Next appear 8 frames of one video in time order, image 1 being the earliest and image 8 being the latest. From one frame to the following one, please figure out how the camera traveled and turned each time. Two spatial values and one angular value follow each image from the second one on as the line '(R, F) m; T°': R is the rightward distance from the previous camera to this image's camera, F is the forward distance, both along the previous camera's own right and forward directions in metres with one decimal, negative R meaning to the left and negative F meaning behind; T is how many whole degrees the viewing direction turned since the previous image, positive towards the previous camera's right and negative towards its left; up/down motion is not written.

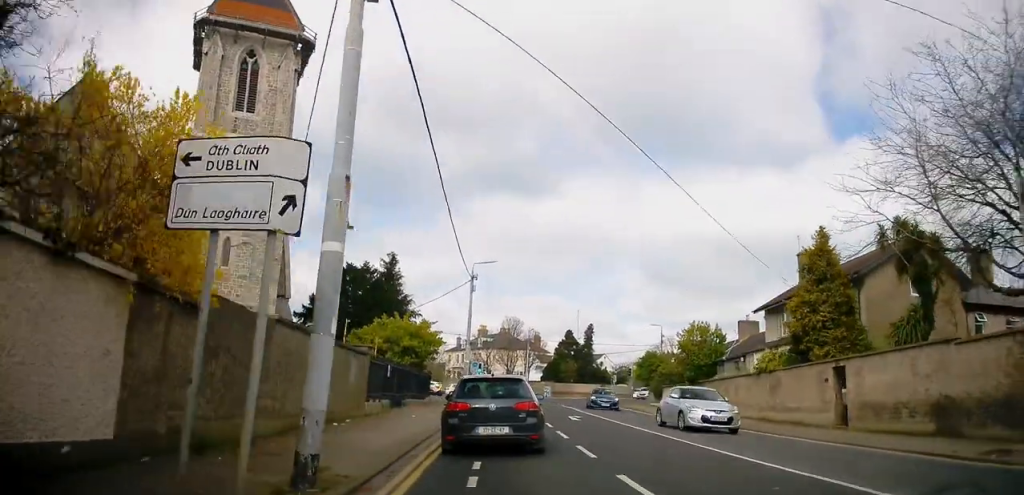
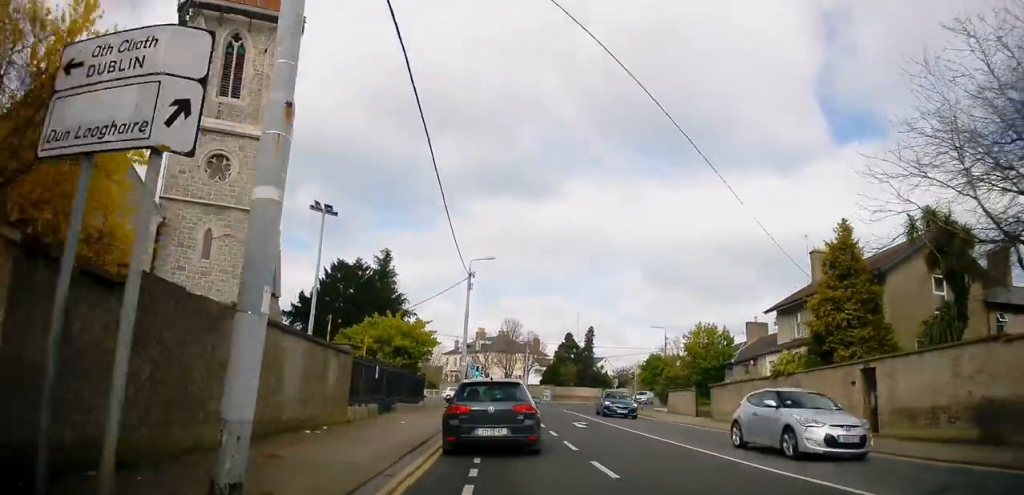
(0.0, +1.9) m; +1°
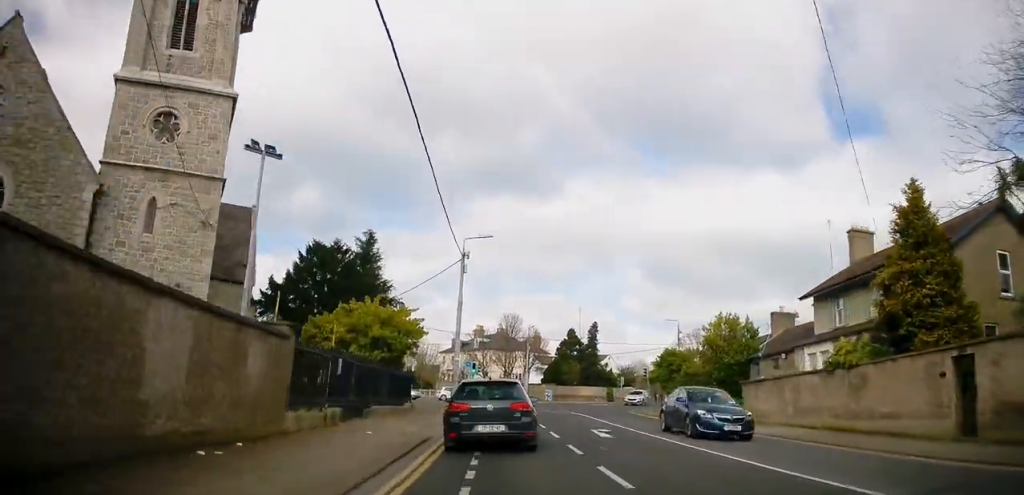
(+0.2, +4.6) m; 0°
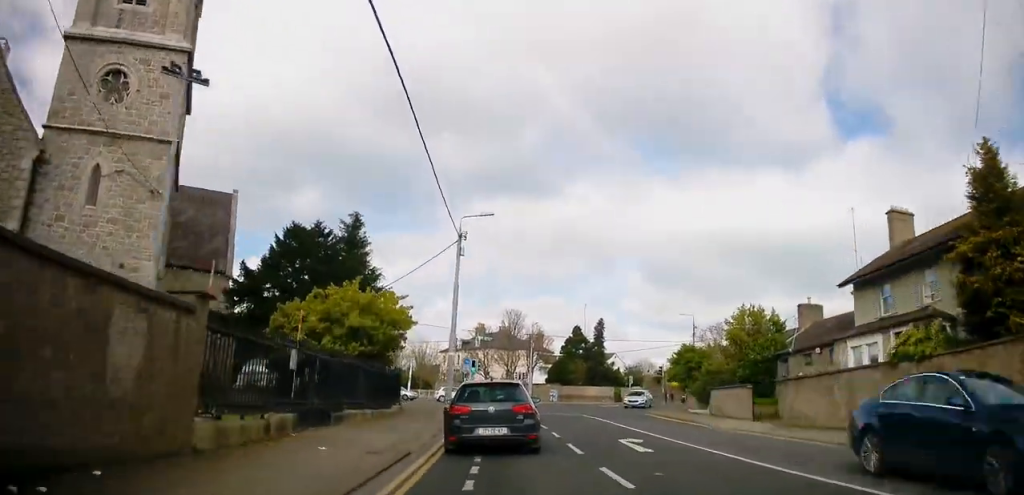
(-0.2, +3.6) m; -2°
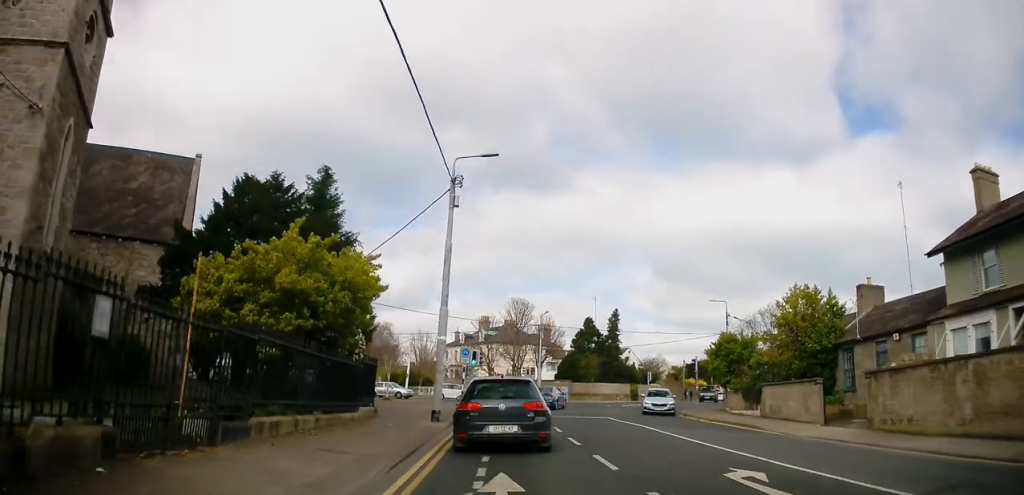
(-0.1, +6.4) m; -1°
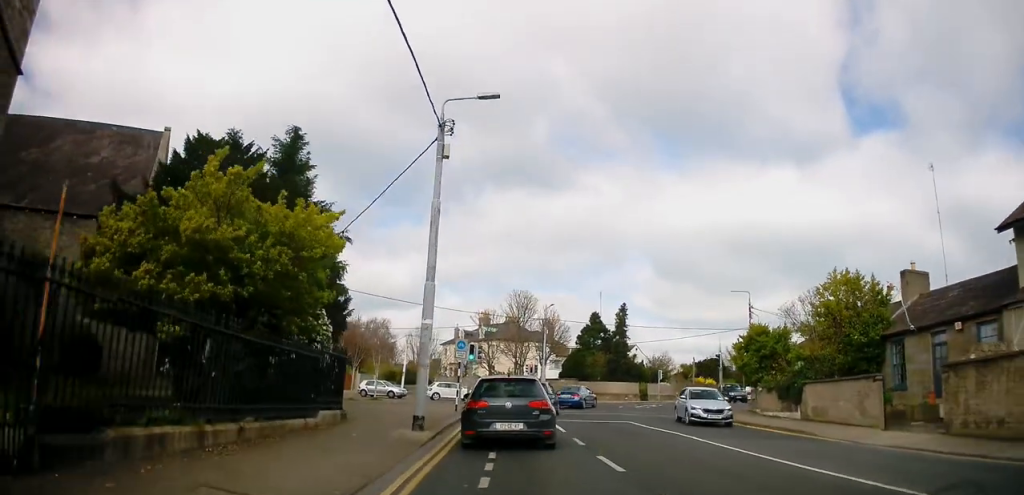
(0.0, +4.4) m; 0°
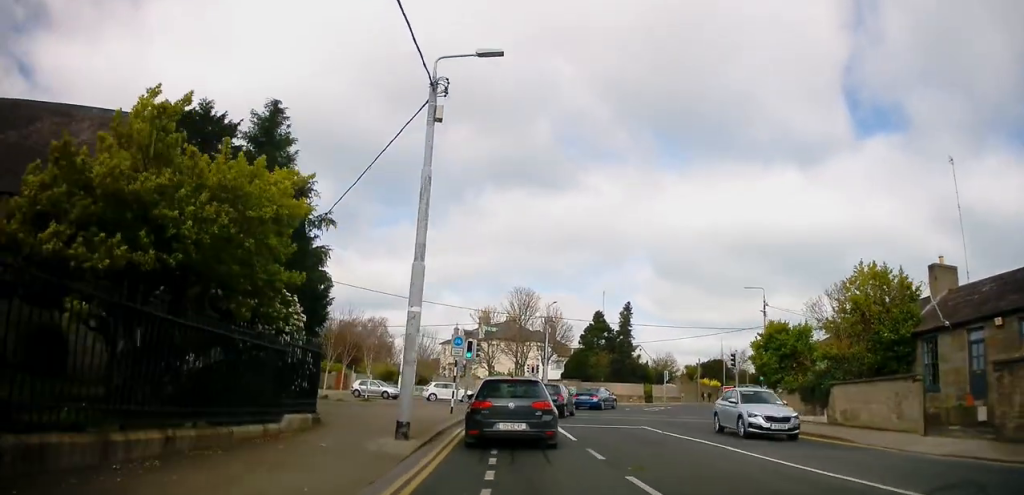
(0.0, +2.5) m; 0°
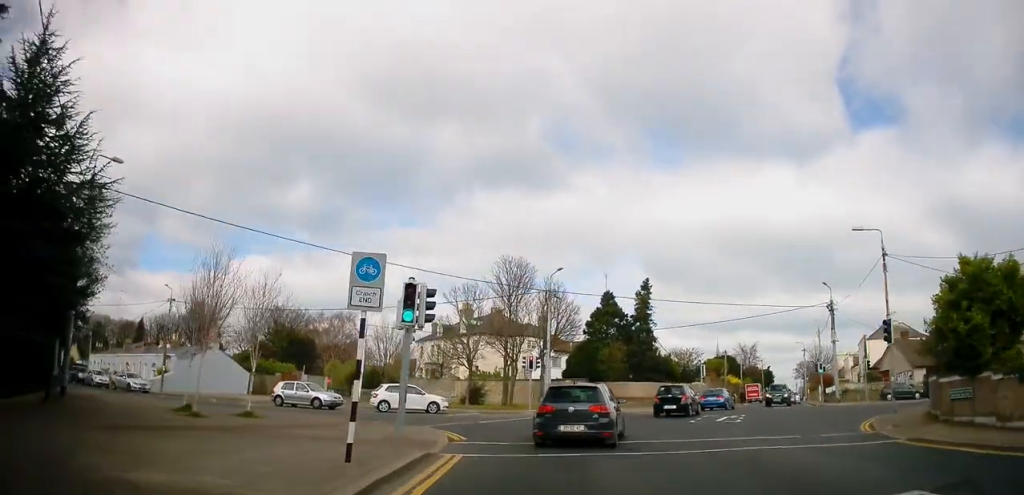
(+0.1, +14.0) m; +2°
